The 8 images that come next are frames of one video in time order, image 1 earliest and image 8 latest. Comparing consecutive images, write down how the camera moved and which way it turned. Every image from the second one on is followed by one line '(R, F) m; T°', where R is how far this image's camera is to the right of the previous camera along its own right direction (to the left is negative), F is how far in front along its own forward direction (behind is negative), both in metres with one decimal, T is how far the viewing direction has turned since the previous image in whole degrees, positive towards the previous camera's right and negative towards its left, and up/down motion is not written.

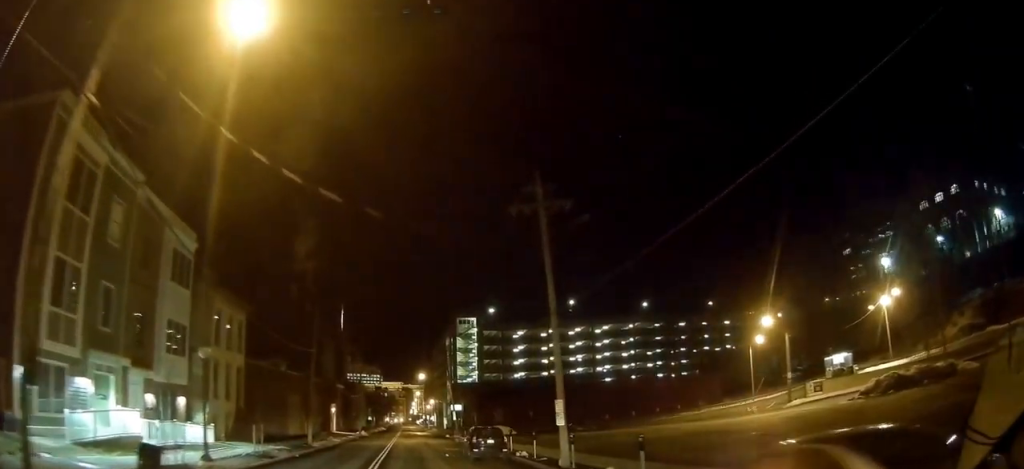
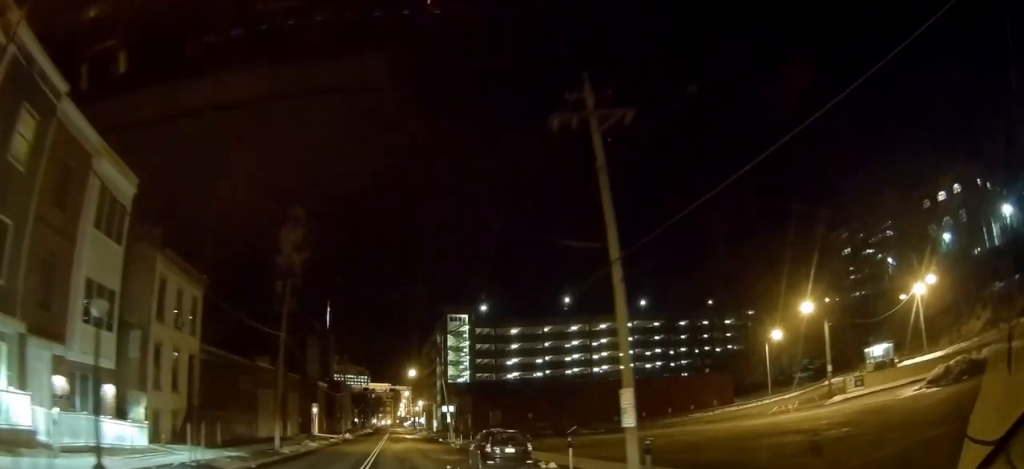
(0.0, +7.0) m; 0°
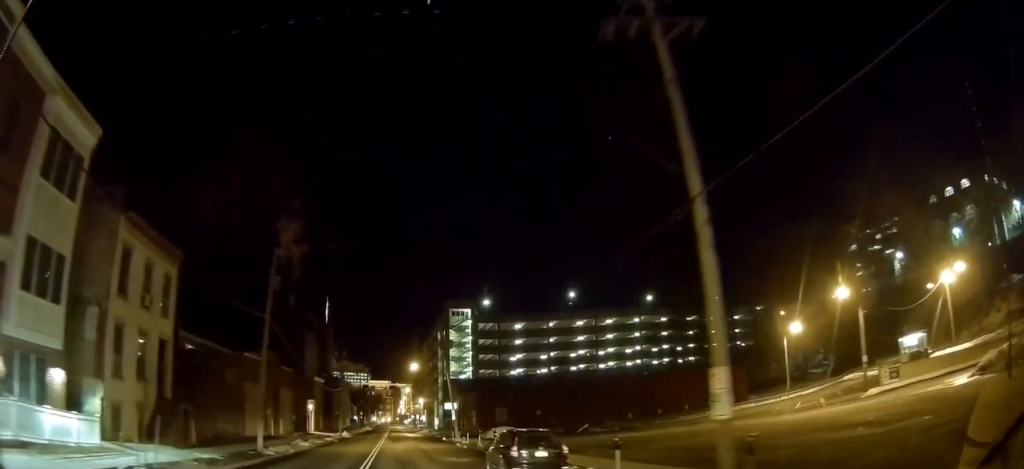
(0.0, +4.1) m; 0°
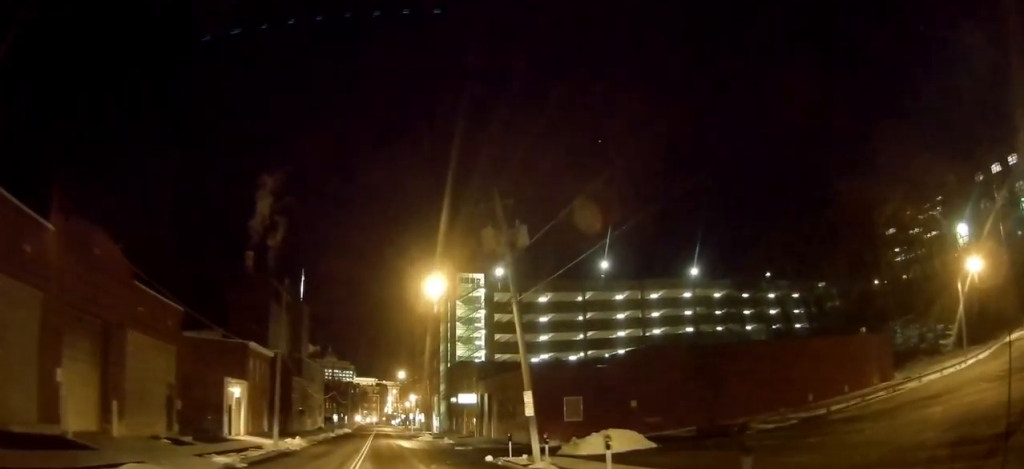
(+0.4, +31.7) m; +3°
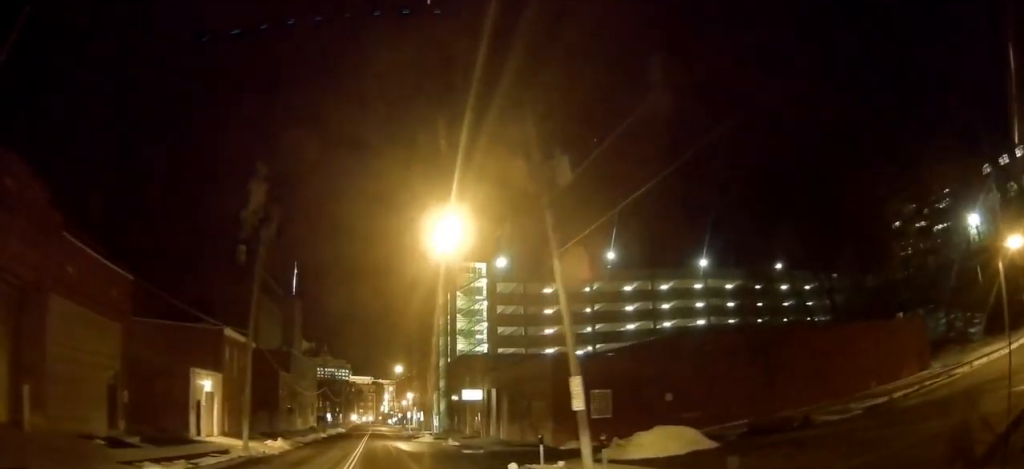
(0.0, +6.1) m; +1°
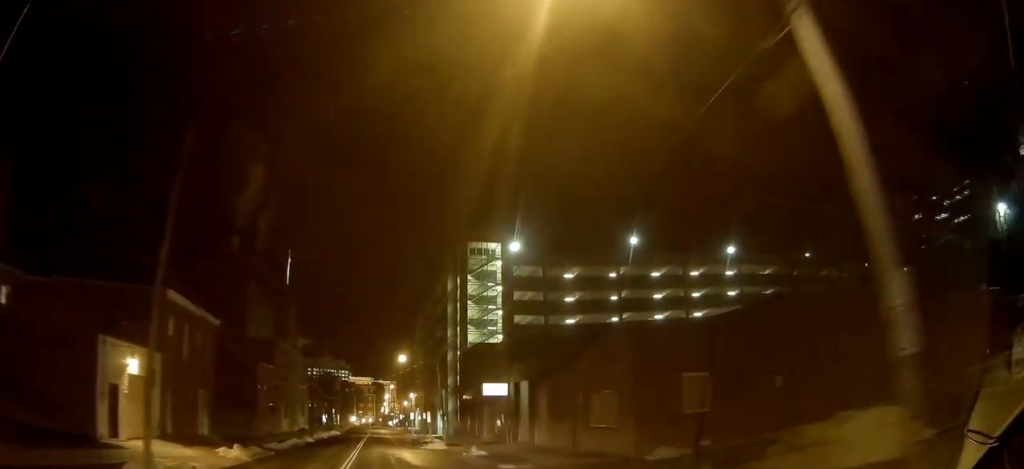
(+0.1, +11.2) m; +1°
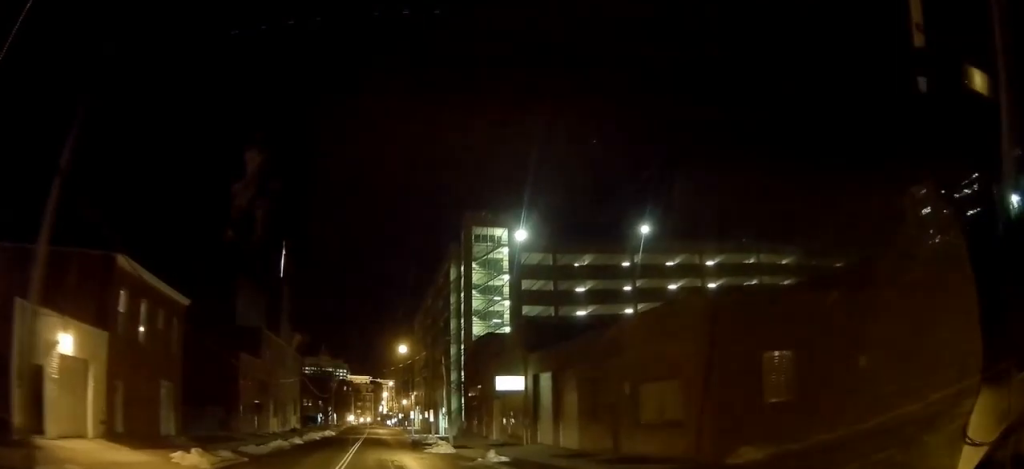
(+0.2, +5.8) m; 0°
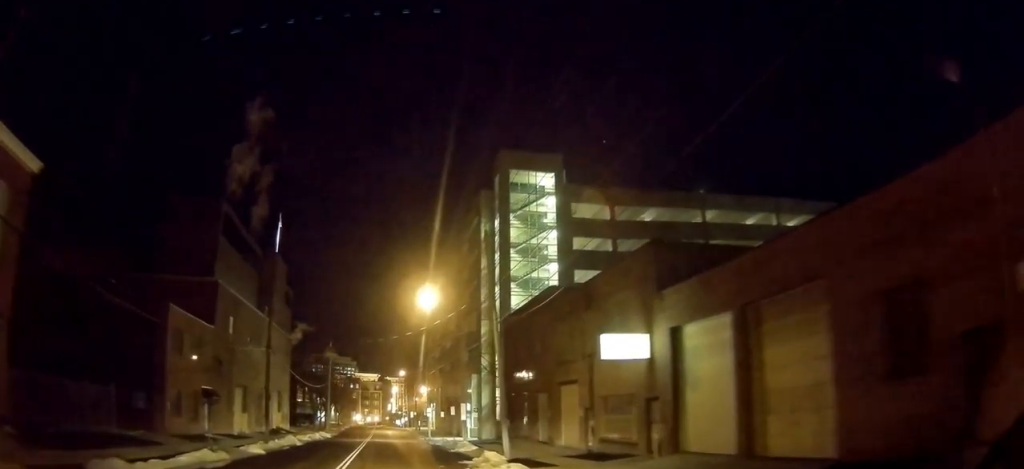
(-0.6, +17.7) m; -3°
